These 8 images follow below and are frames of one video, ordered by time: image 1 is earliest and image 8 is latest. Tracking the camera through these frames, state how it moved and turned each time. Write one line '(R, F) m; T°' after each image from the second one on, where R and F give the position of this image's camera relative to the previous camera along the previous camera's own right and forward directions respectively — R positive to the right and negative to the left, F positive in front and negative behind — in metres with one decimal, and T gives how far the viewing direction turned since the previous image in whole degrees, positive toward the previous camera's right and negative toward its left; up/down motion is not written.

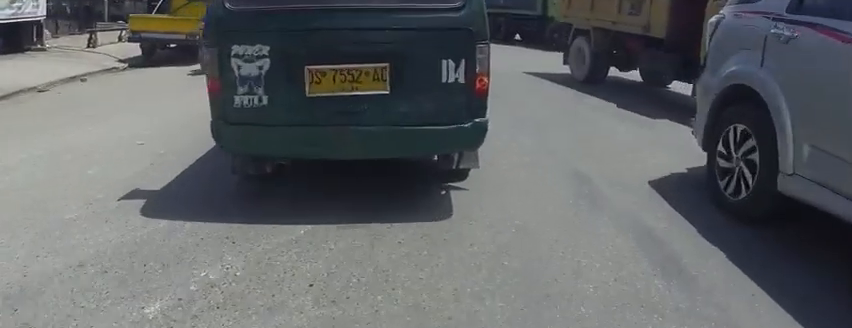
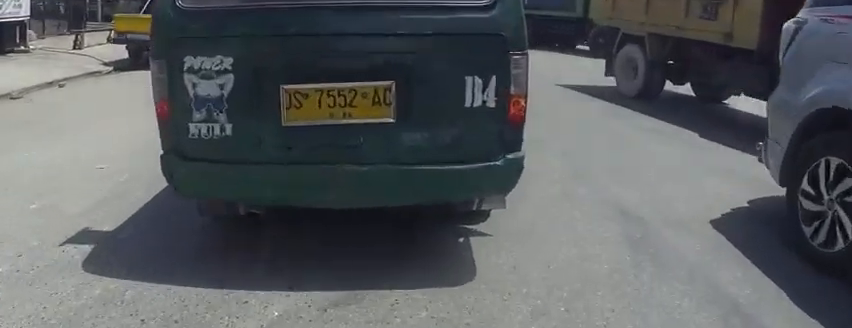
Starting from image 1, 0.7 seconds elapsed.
(-0.4, +0.8) m; 0°
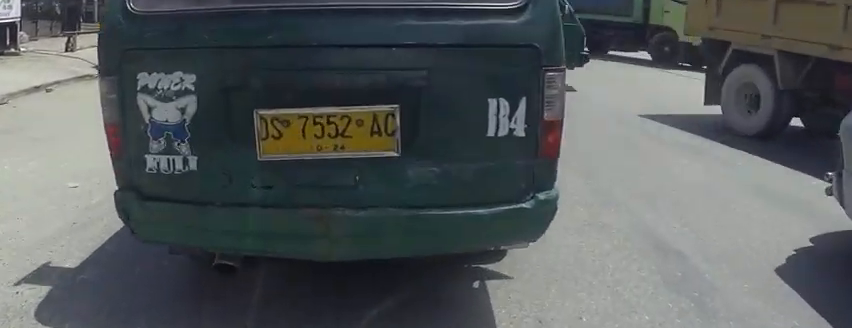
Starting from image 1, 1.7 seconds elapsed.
(-0.4, +0.7) m; 0°
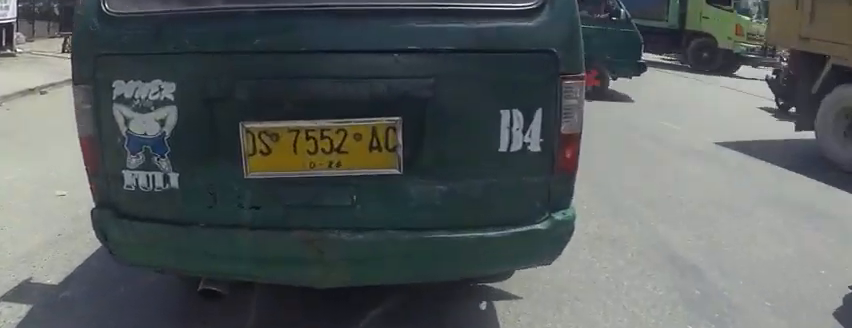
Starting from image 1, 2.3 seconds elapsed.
(-0.1, +0.3) m; 0°
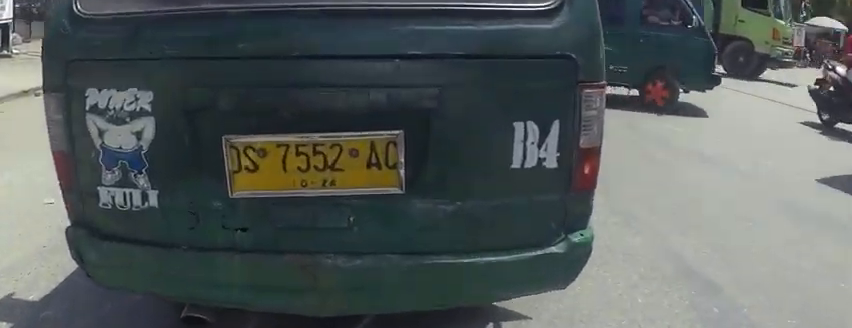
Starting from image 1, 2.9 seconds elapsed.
(-0.1, +0.2) m; 0°
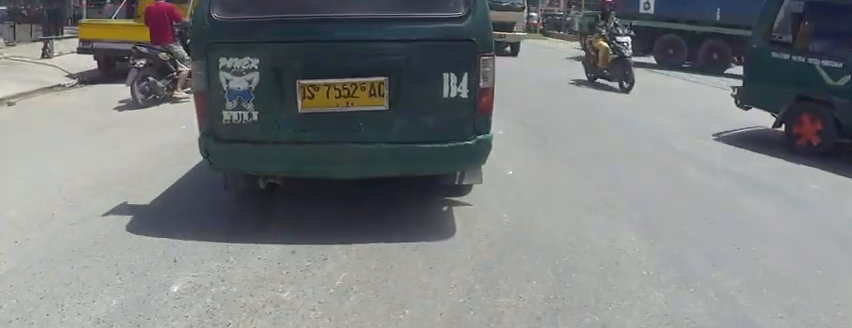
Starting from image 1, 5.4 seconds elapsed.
(-0.2, +0.4) m; 0°
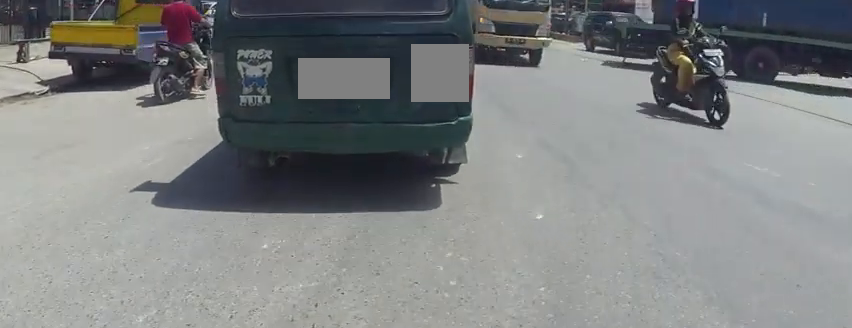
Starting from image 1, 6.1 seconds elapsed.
(-0.1, +0.1) m; 0°
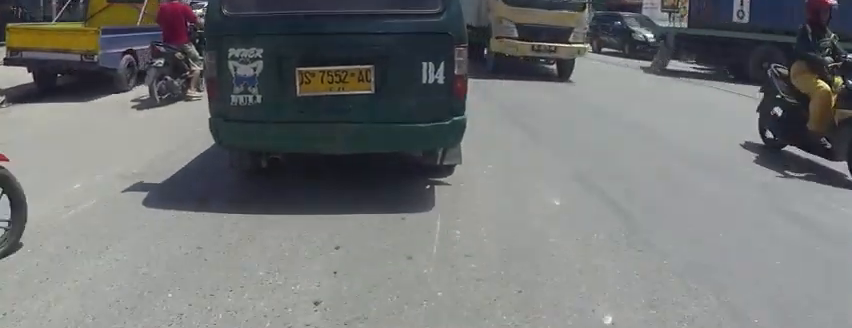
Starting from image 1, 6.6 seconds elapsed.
(-0.1, +0.1) m; 0°
